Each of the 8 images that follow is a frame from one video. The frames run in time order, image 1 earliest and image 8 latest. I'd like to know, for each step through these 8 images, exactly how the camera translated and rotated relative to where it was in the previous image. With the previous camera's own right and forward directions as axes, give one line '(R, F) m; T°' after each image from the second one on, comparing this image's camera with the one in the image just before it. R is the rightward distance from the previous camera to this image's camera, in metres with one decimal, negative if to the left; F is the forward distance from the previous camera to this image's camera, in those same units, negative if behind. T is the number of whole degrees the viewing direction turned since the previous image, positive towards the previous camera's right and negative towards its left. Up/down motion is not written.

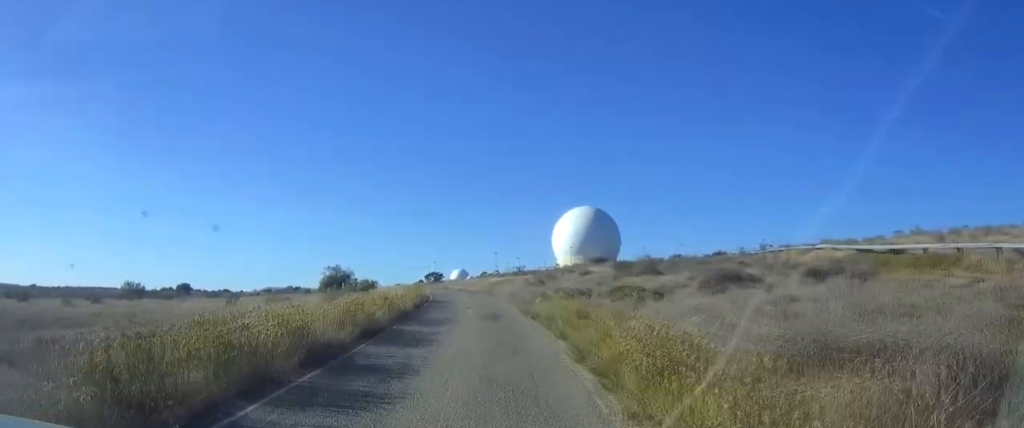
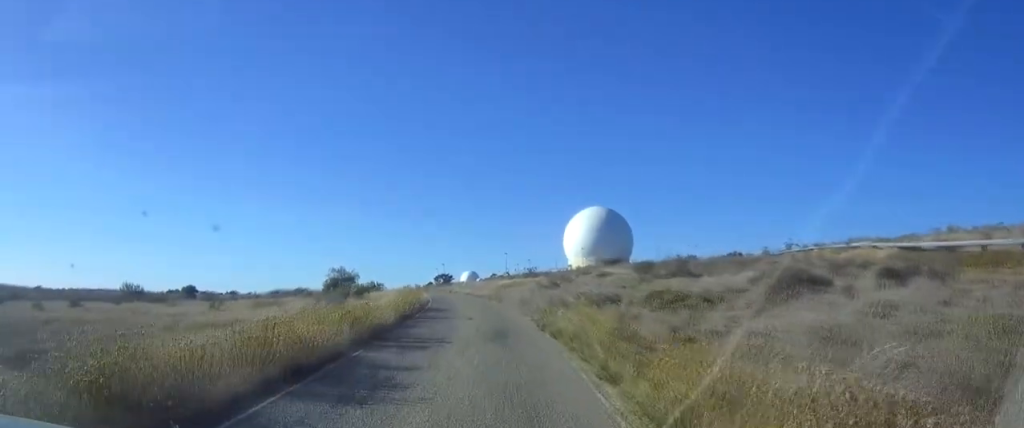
(0.0, +5.4) m; -1°
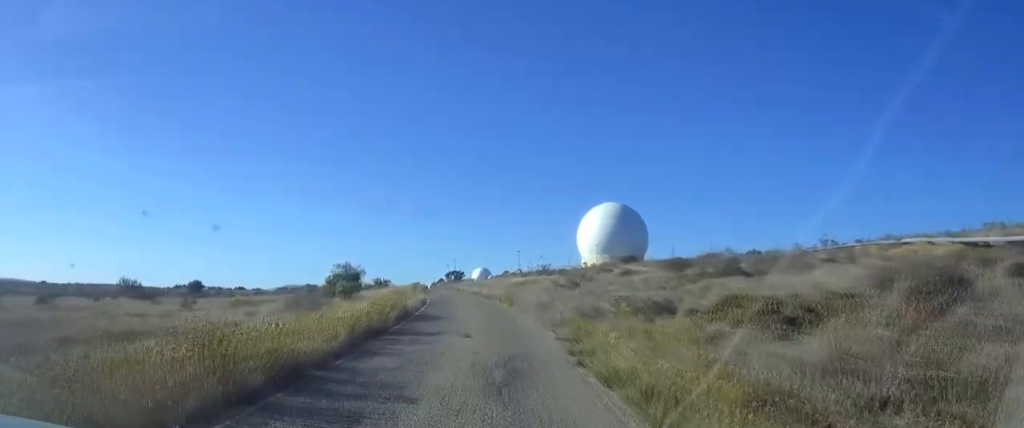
(-0.2, +6.8) m; -1°
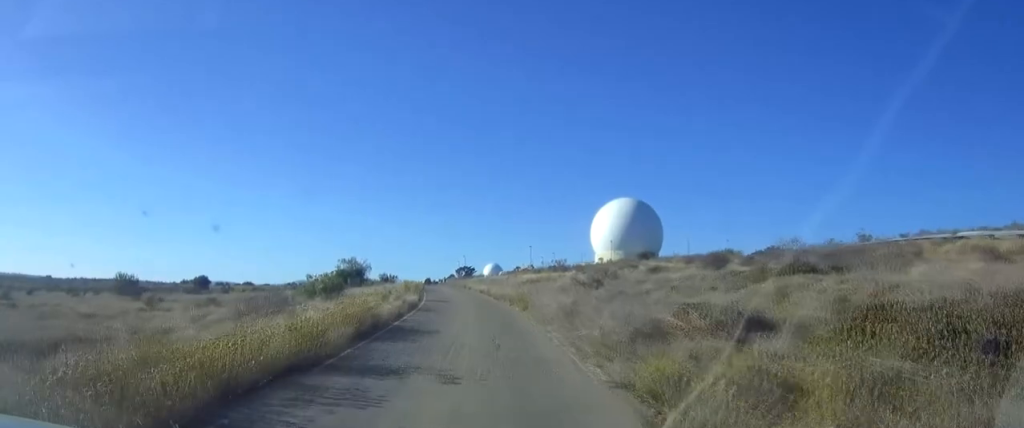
(+0.1, +6.5) m; -1°
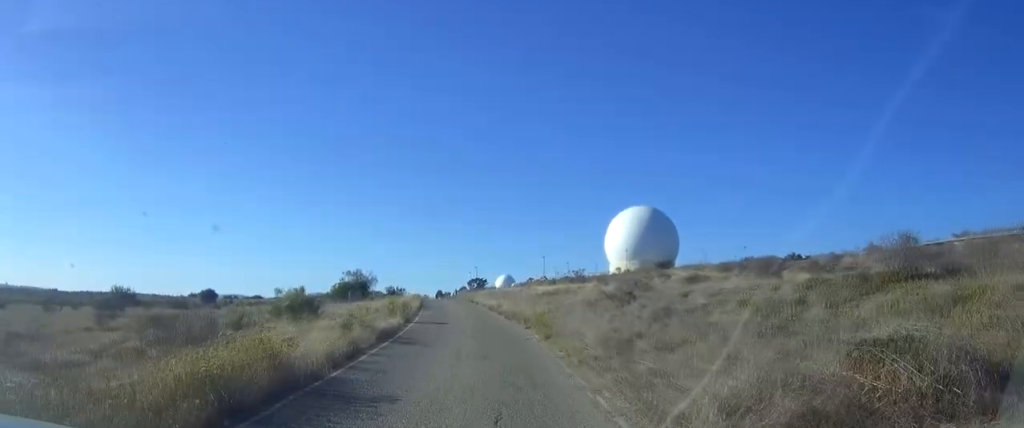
(-0.2, +6.8) m; -2°
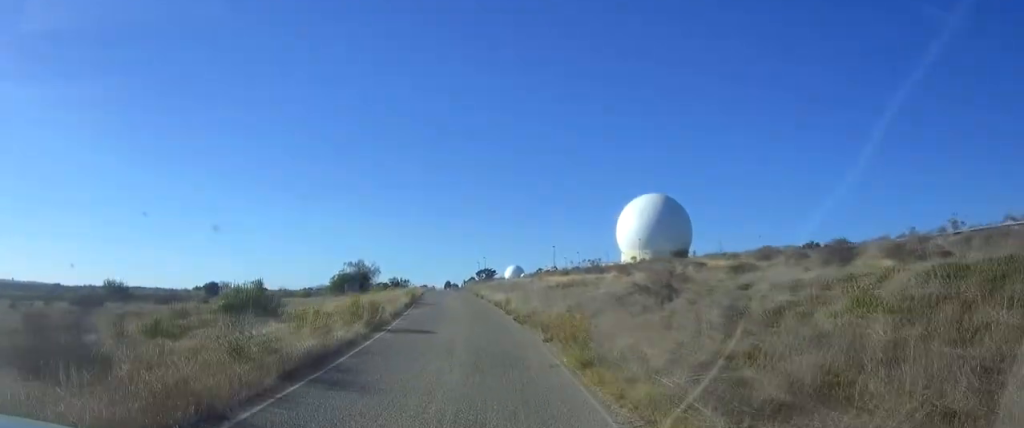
(-0.1, +6.6) m; -2°
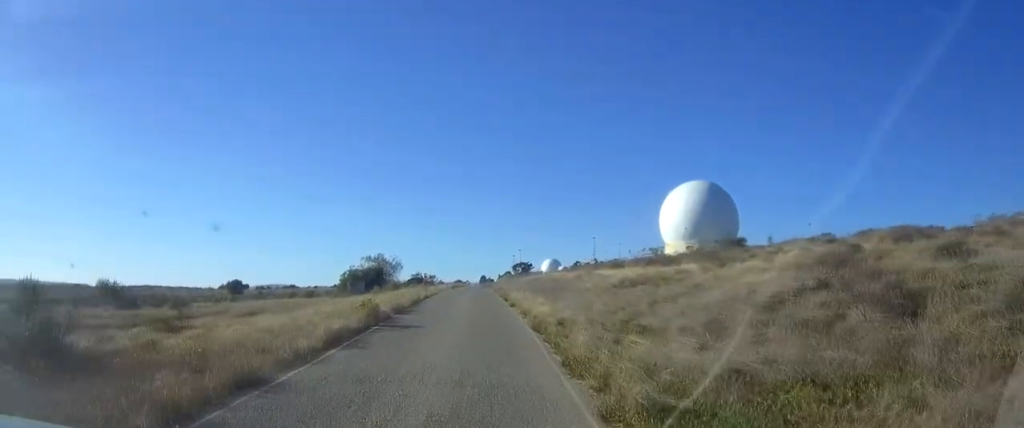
(-0.4, +14.5) m; -4°
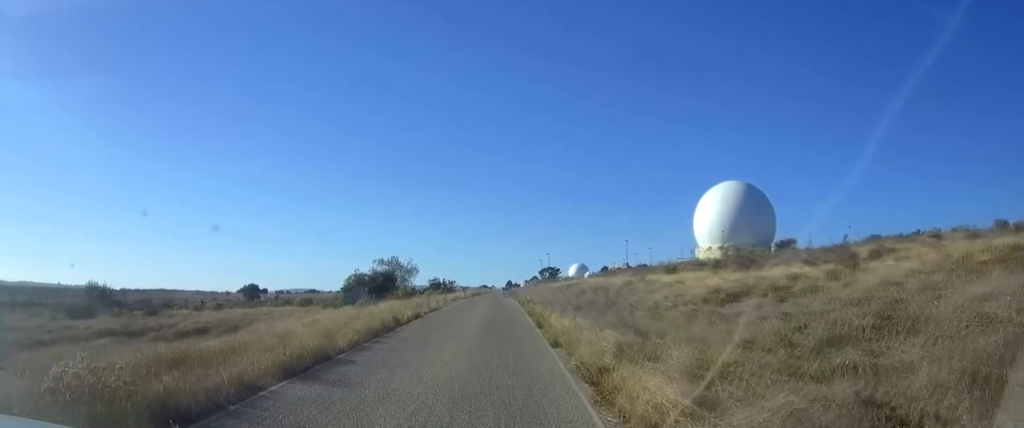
(-0.6, +11.7) m; -5°
